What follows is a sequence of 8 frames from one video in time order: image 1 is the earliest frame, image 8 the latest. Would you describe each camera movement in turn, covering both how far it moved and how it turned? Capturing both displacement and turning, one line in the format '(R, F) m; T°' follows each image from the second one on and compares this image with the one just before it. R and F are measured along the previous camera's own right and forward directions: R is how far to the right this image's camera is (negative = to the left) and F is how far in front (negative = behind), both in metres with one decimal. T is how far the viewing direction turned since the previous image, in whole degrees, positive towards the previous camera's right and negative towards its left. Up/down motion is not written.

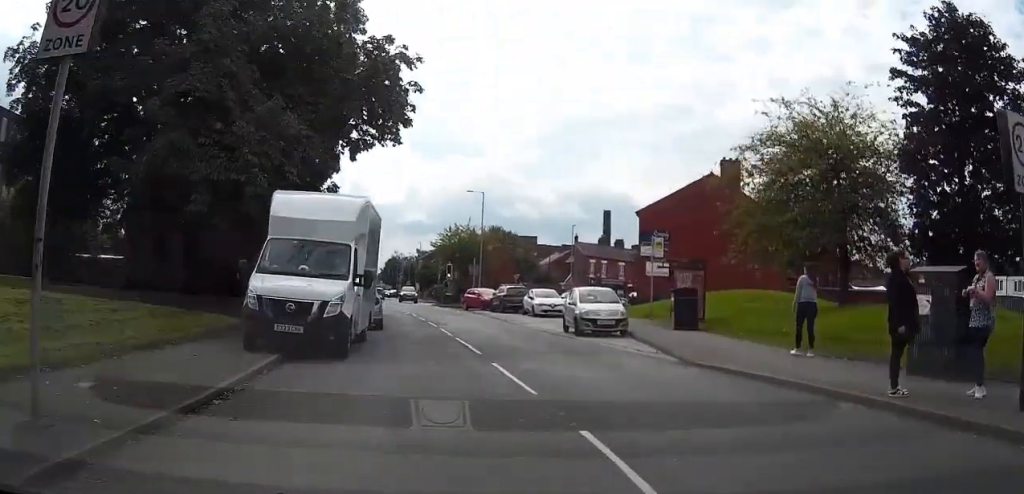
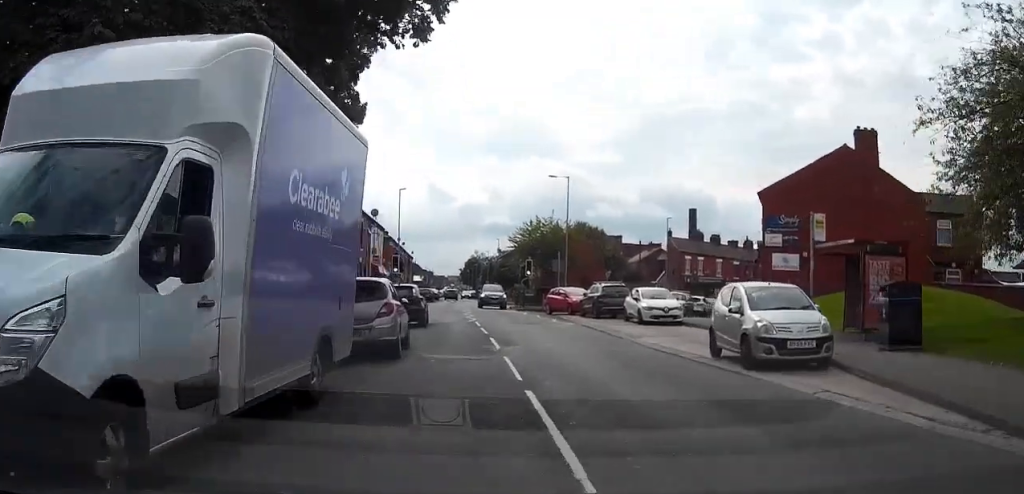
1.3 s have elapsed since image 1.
(-0.6, +13.0) m; -4°
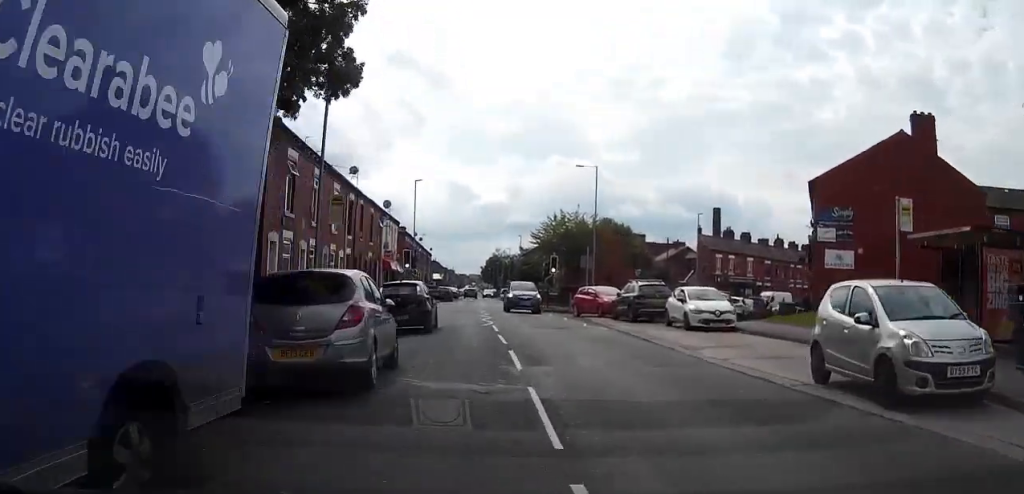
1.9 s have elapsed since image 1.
(-0.1, +5.4) m; -1°
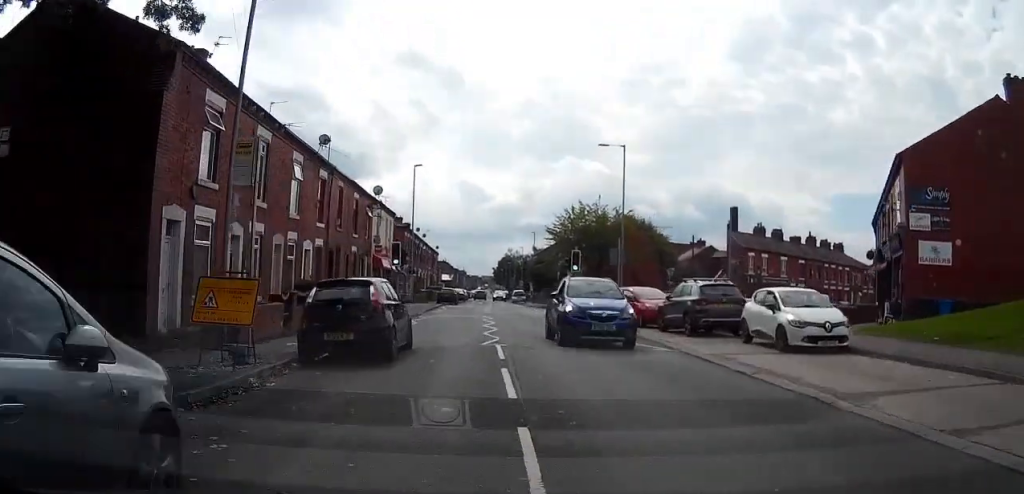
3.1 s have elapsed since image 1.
(0.0, +9.4) m; +2°
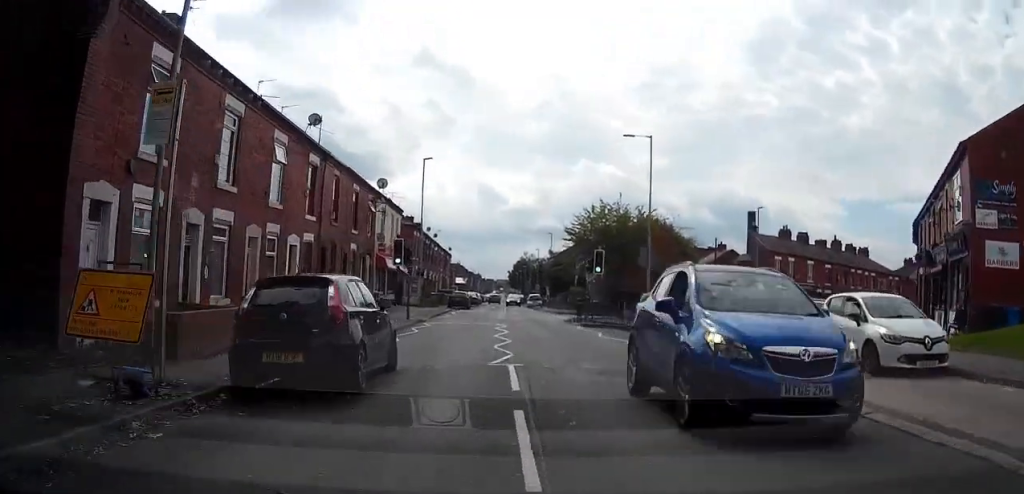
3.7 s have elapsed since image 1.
(+0.1, +4.2) m; -1°
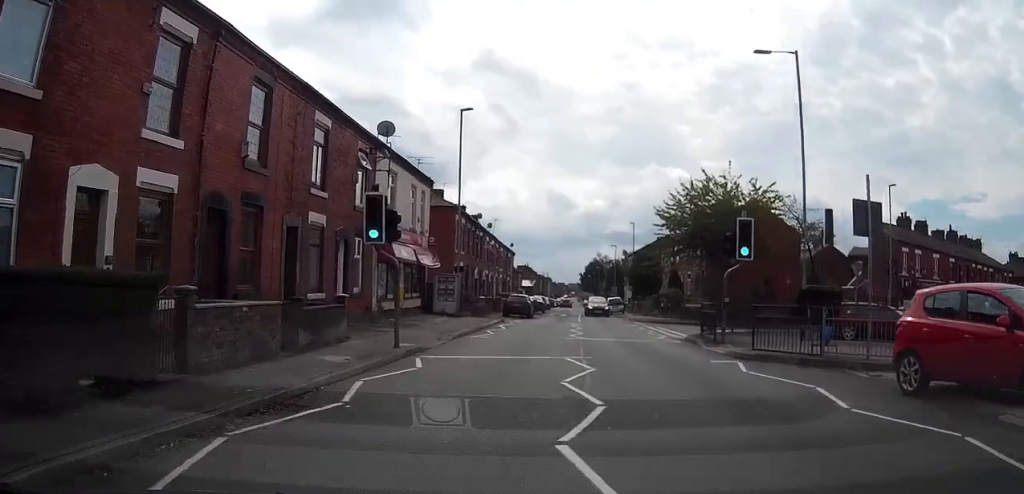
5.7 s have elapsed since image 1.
(-1.2, +14.7) m; -12°
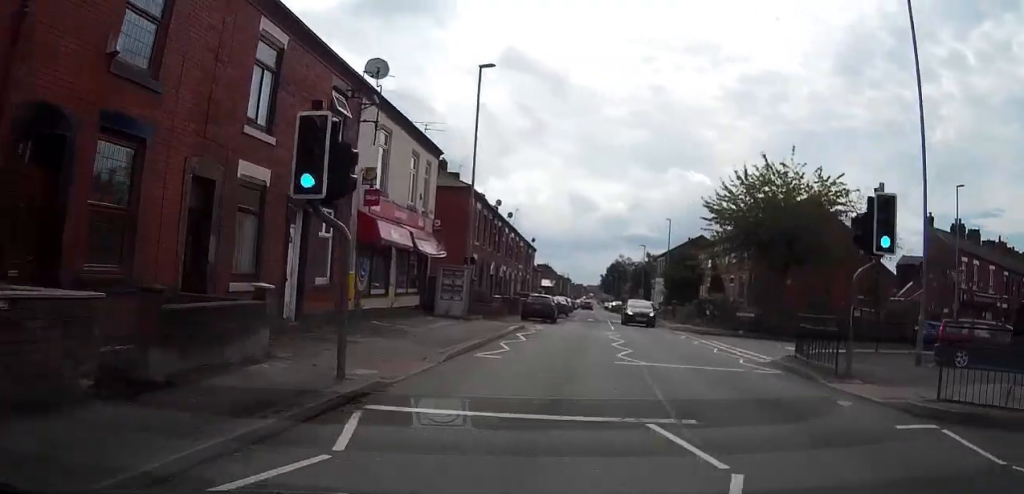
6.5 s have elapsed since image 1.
(-0.3, +6.2) m; -3°
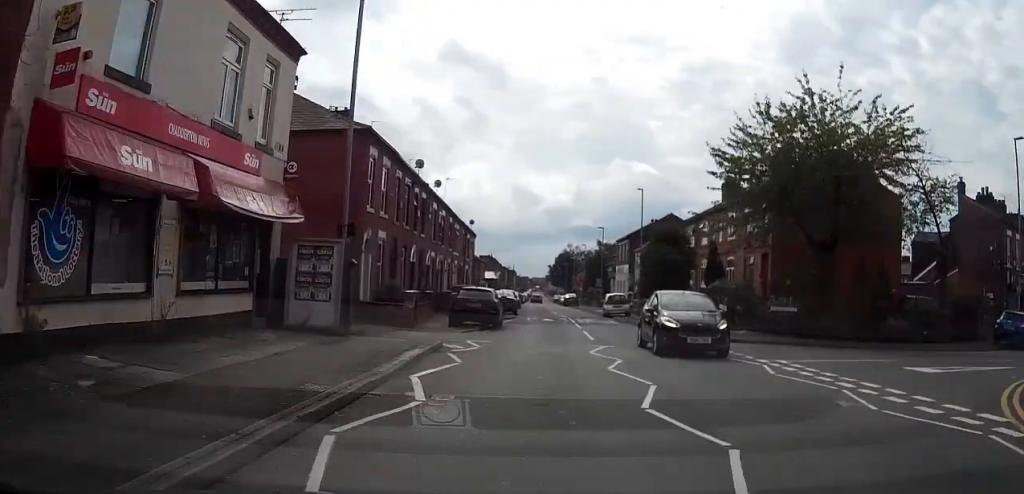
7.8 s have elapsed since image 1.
(-0.1, +12.1) m; 0°
